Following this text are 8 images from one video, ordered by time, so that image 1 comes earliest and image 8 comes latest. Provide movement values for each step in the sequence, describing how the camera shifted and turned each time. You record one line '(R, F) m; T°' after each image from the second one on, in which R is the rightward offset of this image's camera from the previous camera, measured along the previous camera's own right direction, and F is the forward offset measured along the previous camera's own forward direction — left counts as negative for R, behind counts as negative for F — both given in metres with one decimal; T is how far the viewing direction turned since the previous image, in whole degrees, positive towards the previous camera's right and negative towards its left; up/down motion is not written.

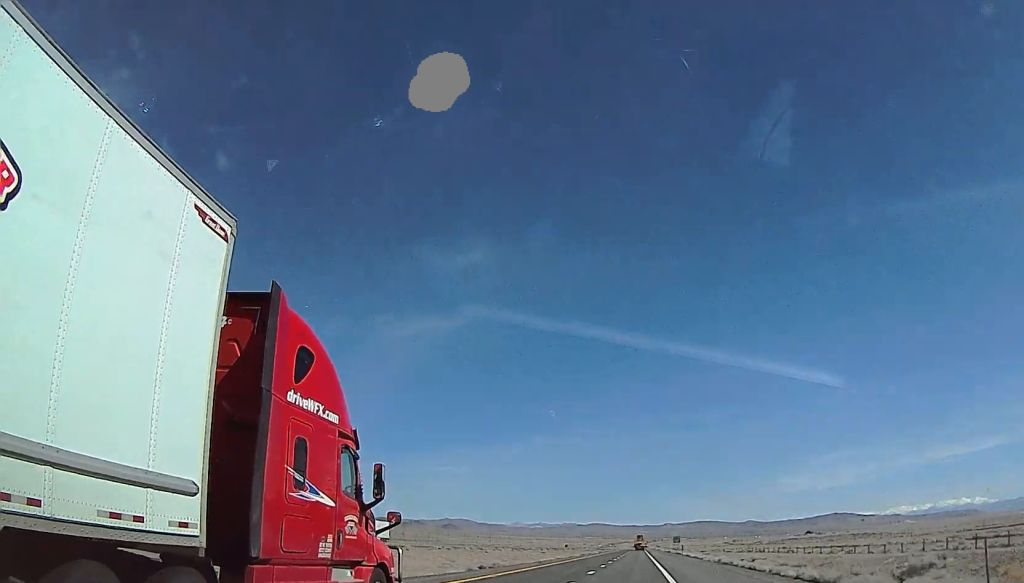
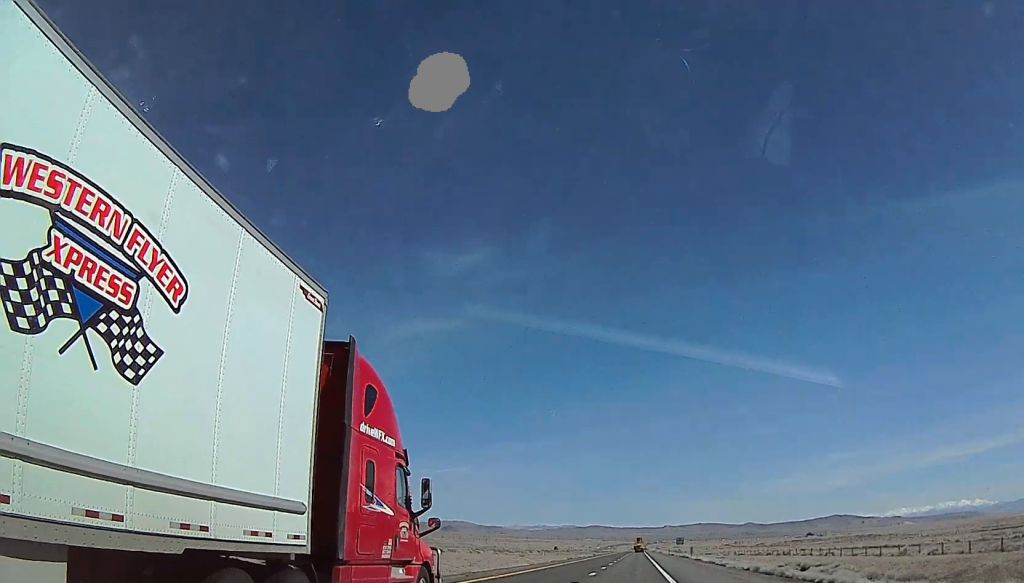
(+0.2, +23.9) m; 0°
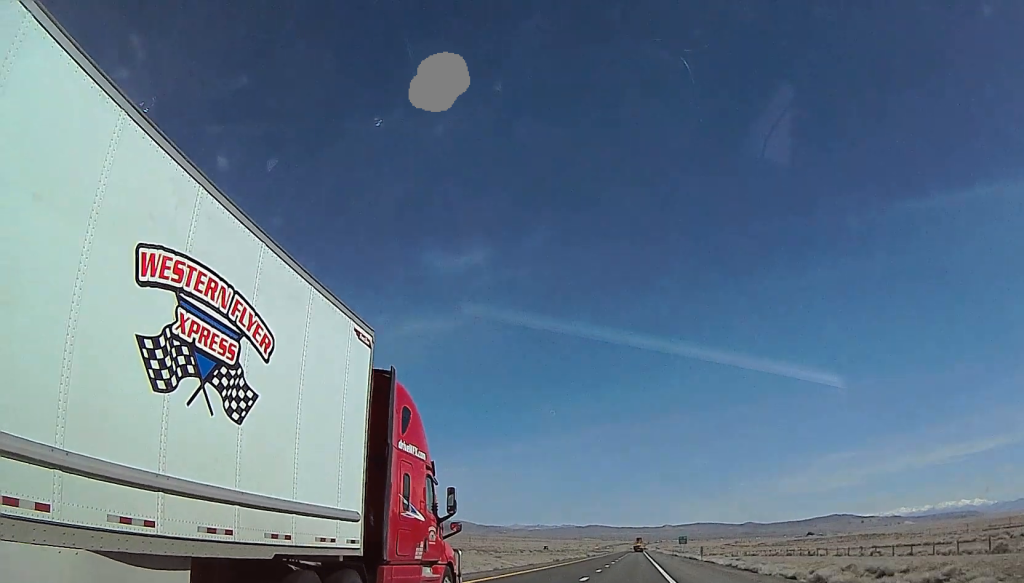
(-0.1, +18.2) m; 0°
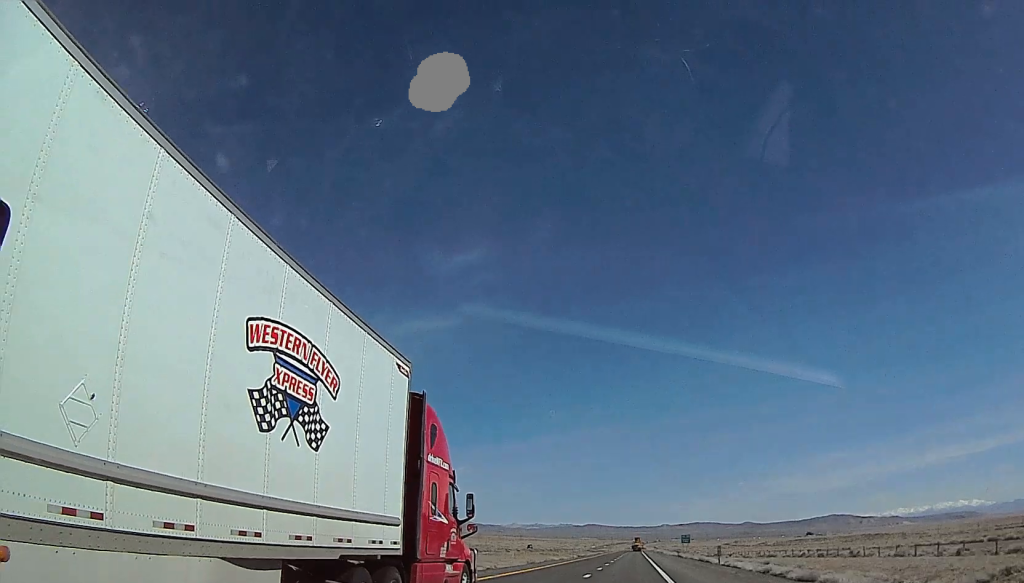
(-0.4, +21.2) m; 0°
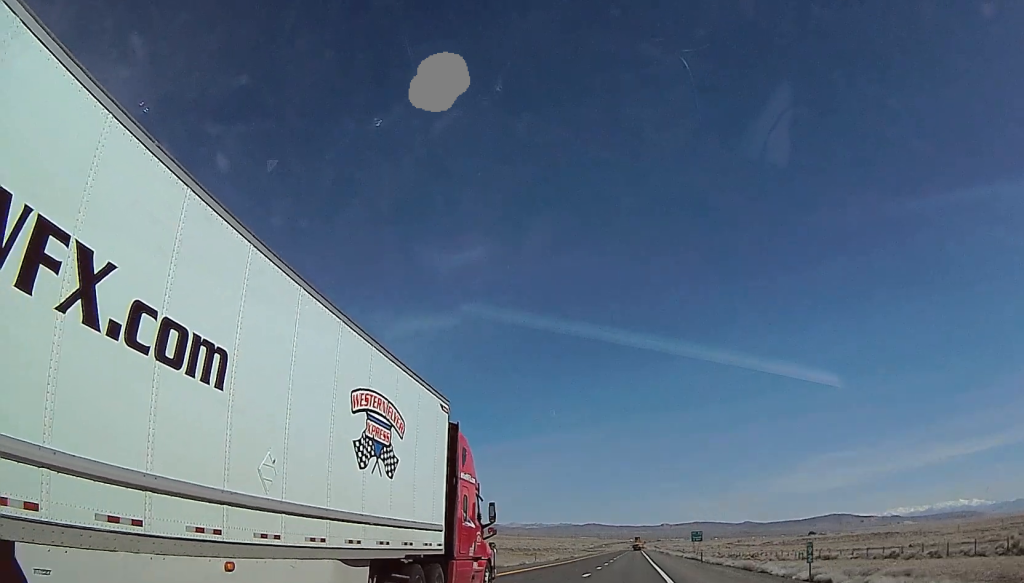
(+0.4, +36.7) m; 0°
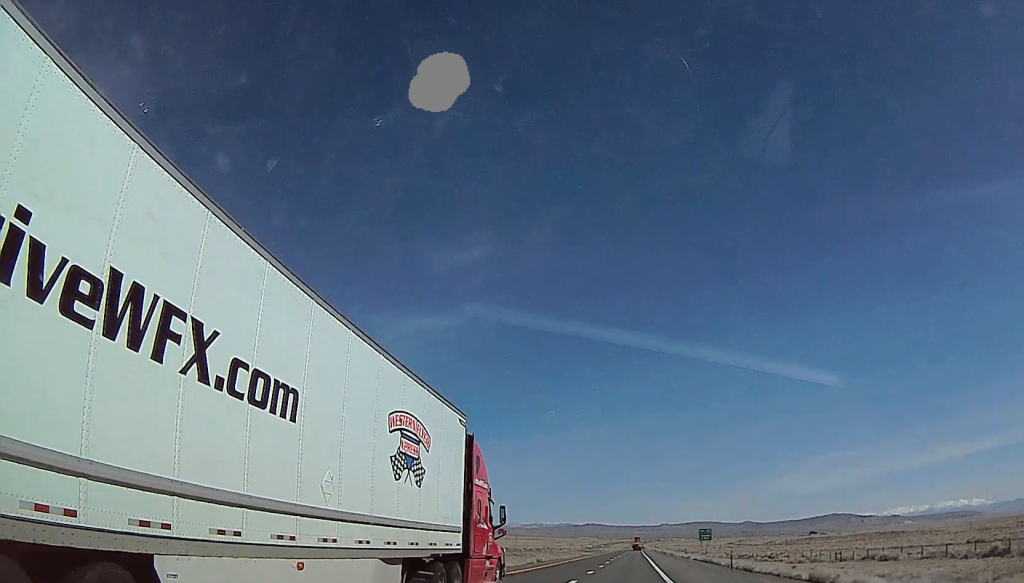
(-0.3, +20.4) m; -1°
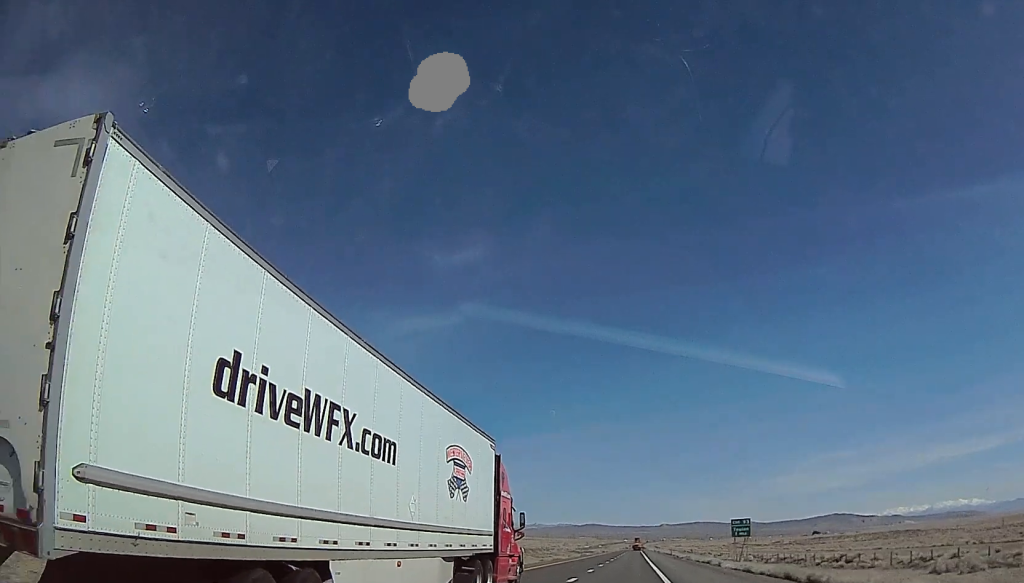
(+0.8, +47.3) m; +1°
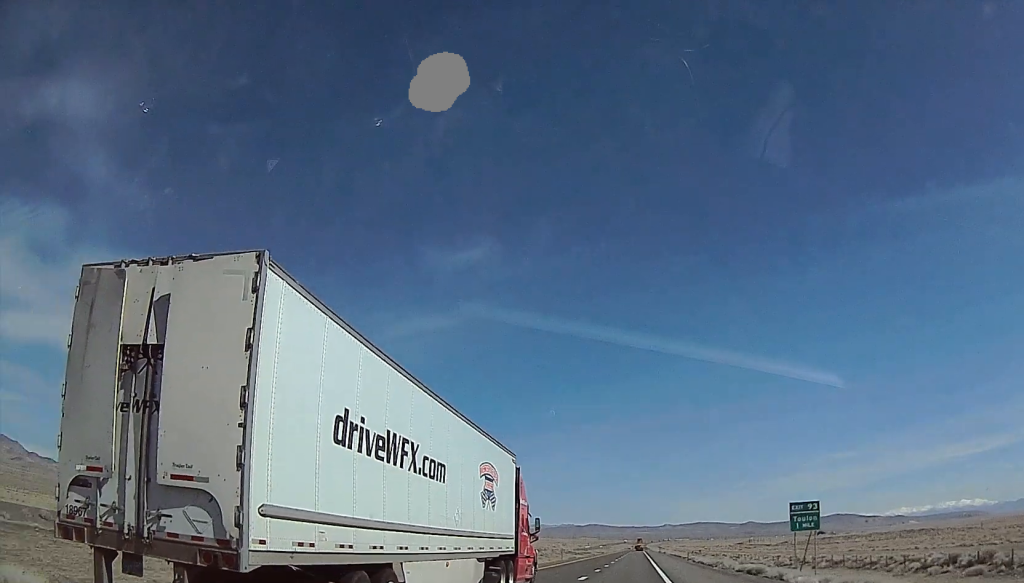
(-0.2, +32.9) m; 0°
